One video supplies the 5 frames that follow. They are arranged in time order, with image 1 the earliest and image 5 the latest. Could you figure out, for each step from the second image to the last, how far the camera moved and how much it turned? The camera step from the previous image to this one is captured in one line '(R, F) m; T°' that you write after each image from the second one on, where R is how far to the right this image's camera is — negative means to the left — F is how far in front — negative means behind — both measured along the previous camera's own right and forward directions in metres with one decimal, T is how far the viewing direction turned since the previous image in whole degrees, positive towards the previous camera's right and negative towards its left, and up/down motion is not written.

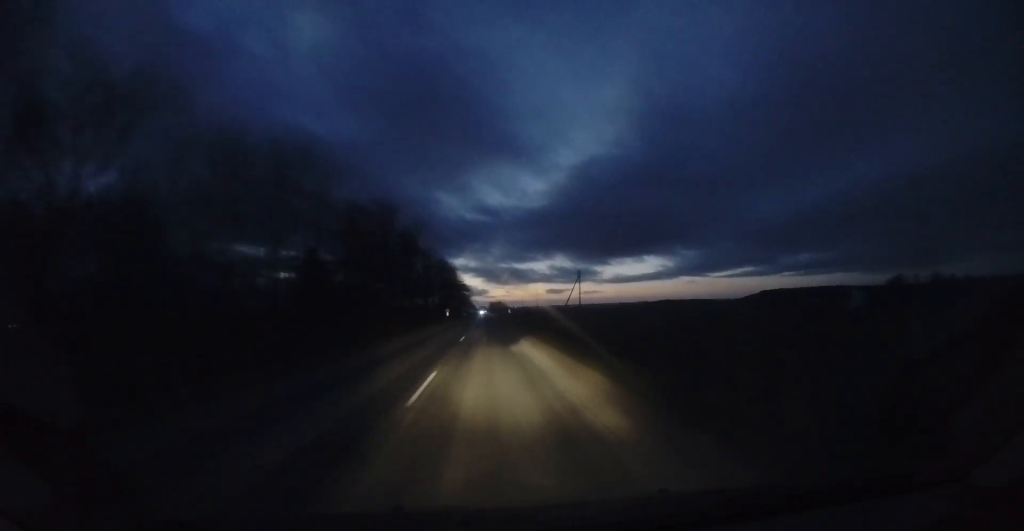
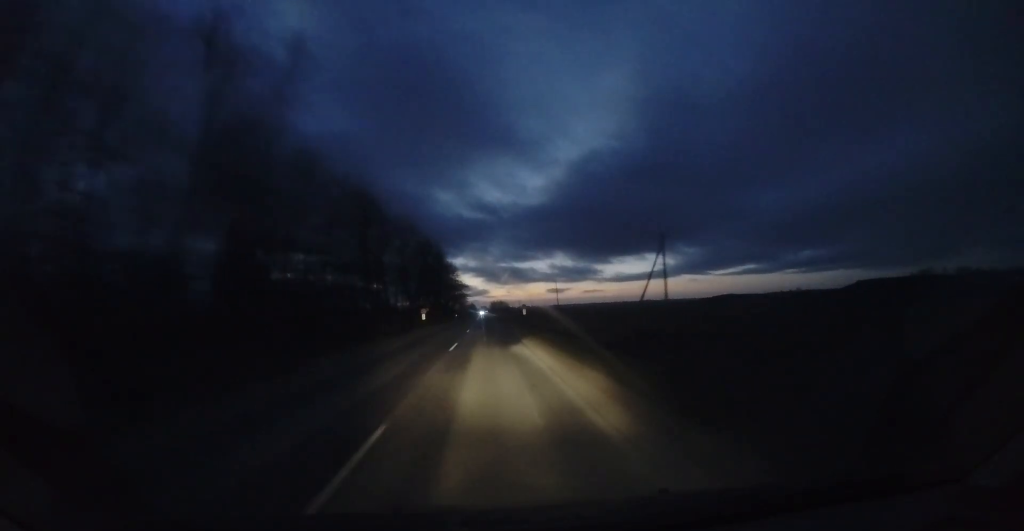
(-0.2, +28.1) m; 0°
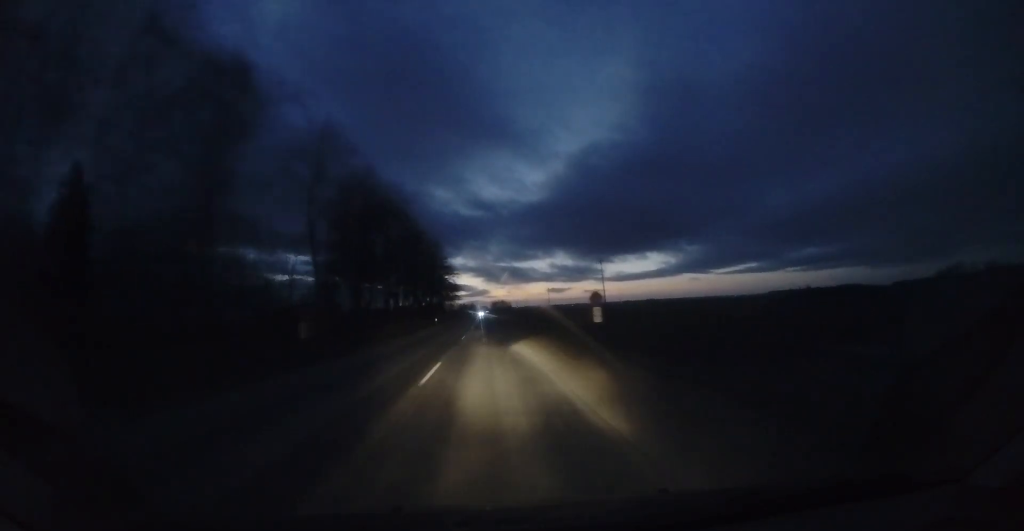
(+0.3, +29.5) m; 0°
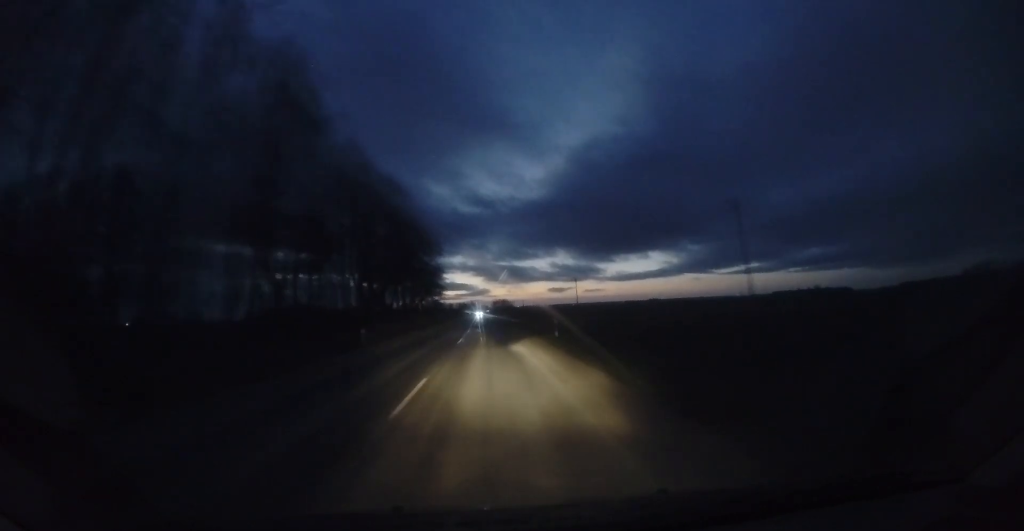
(-0.2, +26.9) m; 0°
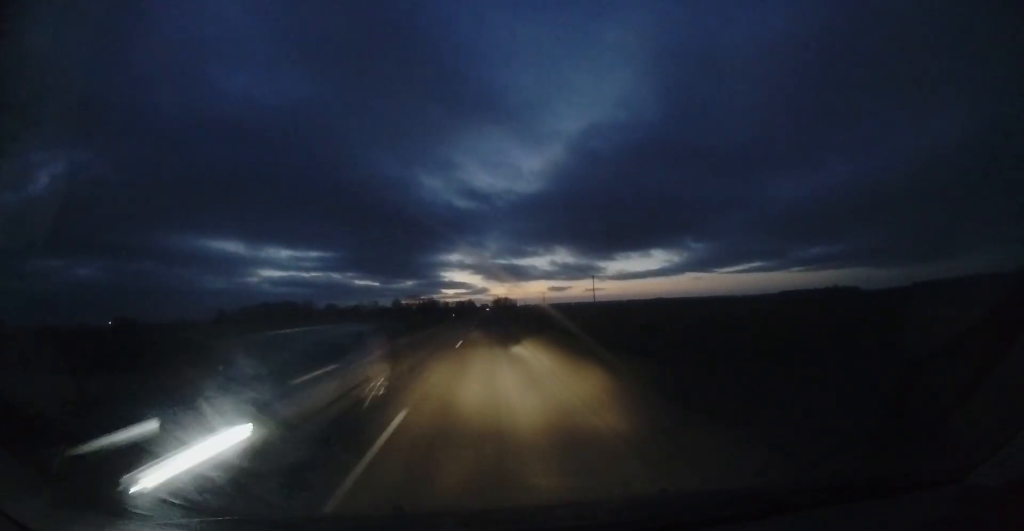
(+2.1, +57.7) m; +2°
